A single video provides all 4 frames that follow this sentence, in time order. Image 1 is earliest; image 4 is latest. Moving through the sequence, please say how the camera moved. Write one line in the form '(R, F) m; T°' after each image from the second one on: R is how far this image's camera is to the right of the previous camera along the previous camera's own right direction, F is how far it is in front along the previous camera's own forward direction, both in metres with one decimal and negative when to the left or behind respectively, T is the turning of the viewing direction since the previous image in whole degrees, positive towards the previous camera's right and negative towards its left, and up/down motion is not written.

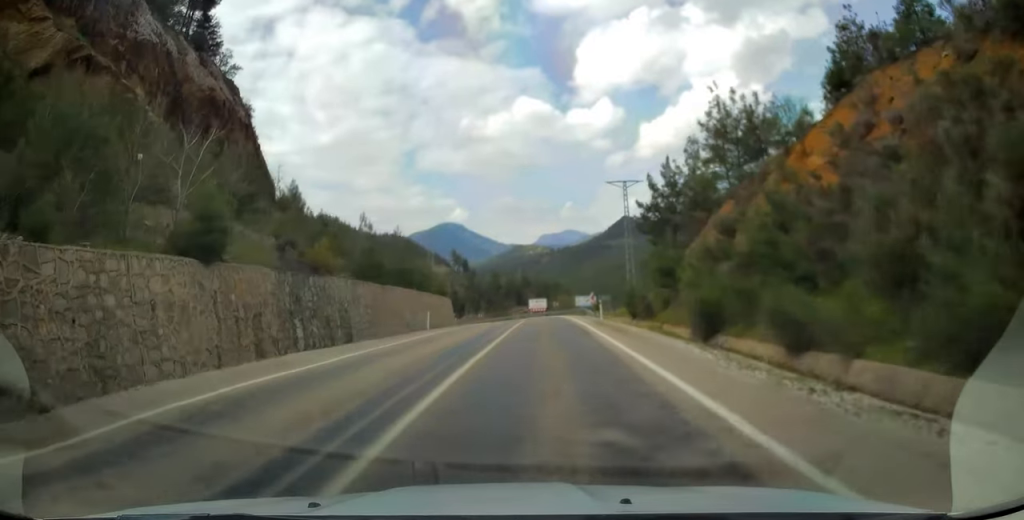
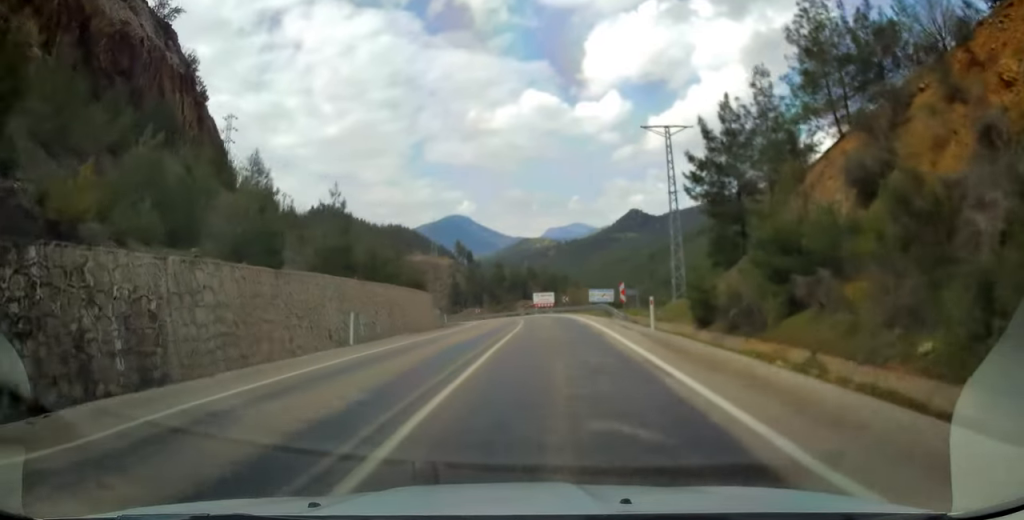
(0.0, +14.7) m; 0°
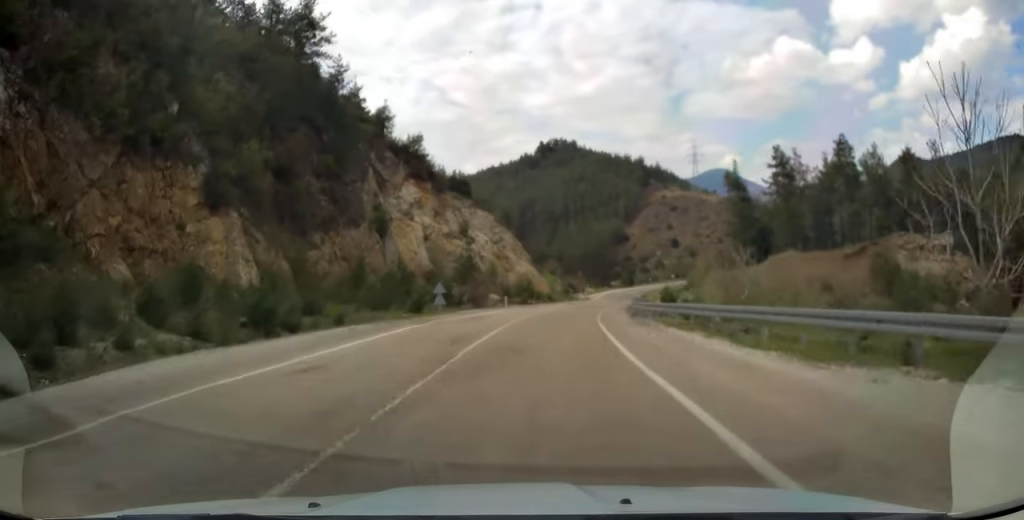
(-17.9, +112.5) m; -23°
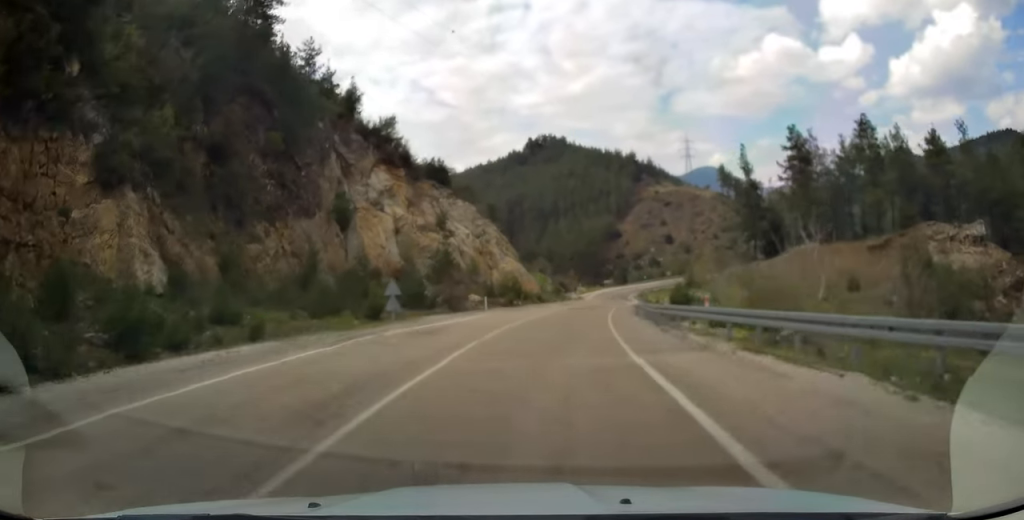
(-0.1, +9.5) m; 0°
